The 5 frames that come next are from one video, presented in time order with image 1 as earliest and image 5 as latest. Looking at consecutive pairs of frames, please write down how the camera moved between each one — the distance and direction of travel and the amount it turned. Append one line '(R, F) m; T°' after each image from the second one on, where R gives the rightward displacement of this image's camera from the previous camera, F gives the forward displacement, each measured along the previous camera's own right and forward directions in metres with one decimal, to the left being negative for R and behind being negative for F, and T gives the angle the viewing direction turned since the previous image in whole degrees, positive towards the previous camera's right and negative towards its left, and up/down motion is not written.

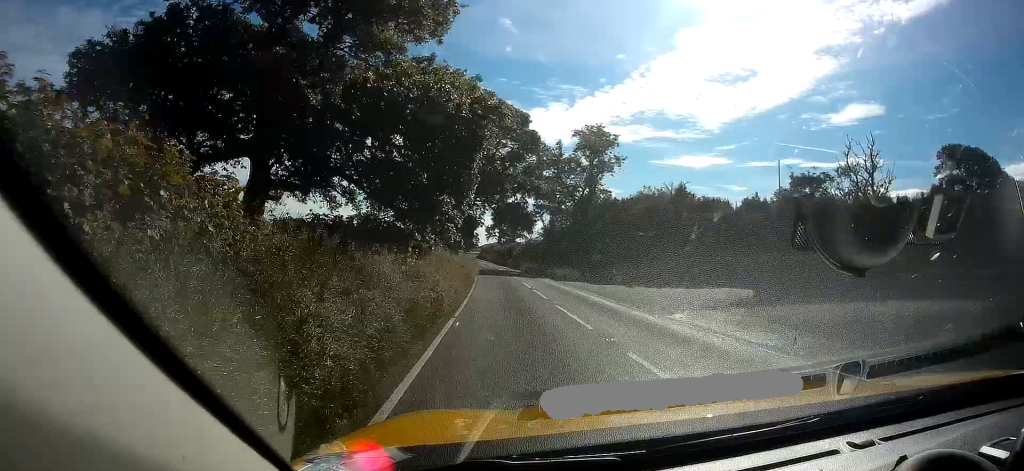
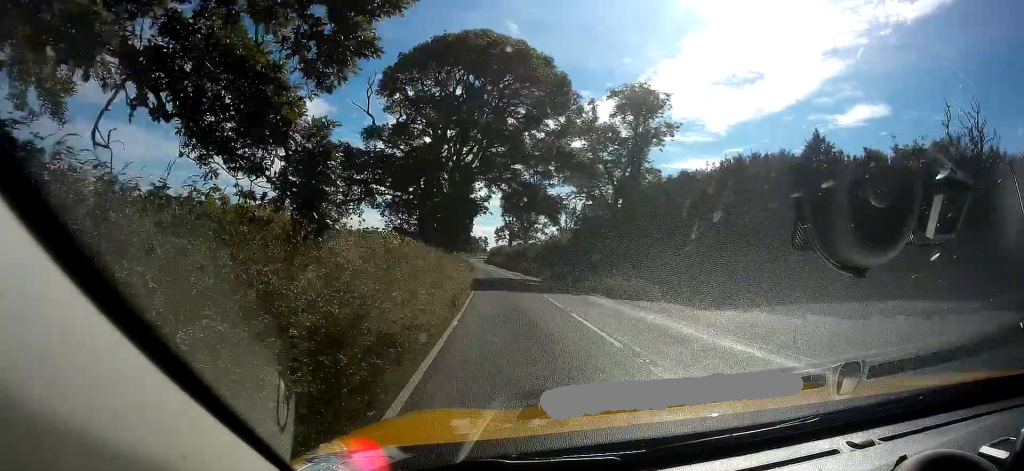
(0.0, +19.6) m; -1°
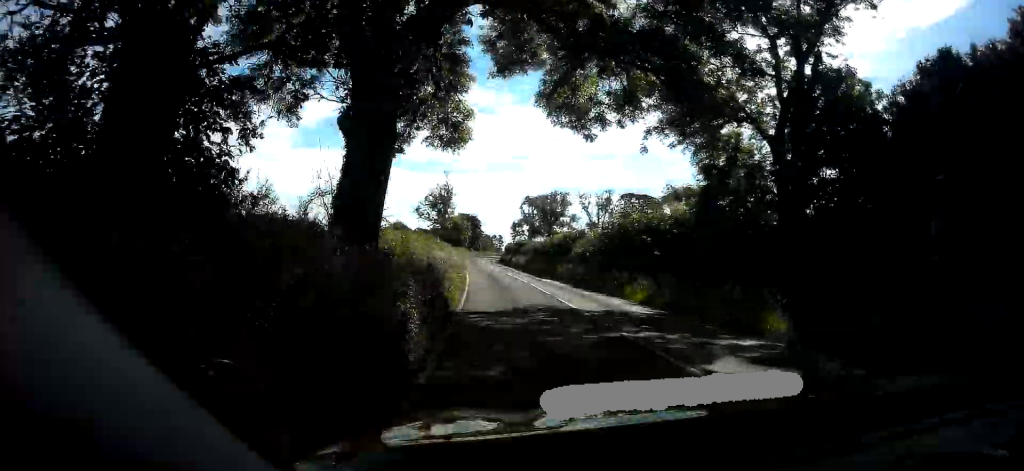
(-1.0, +30.9) m; -3°
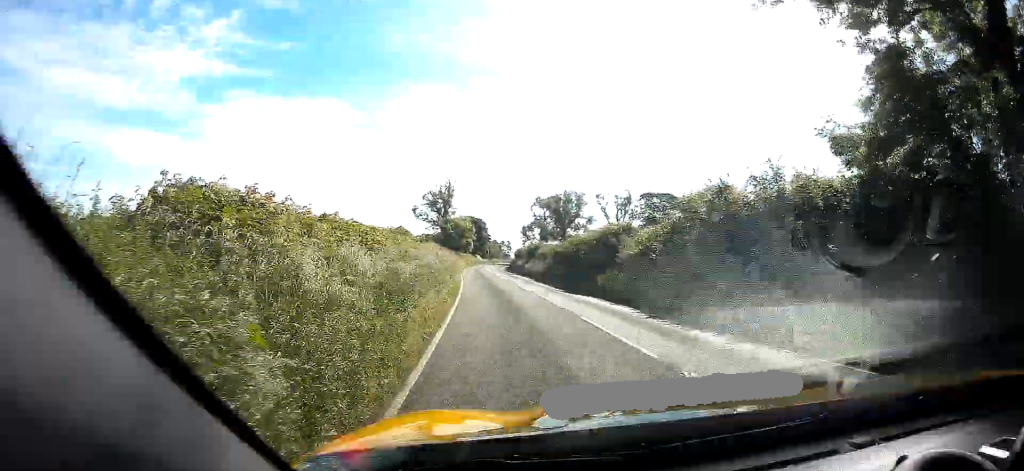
(0.0, +13.5) m; 0°
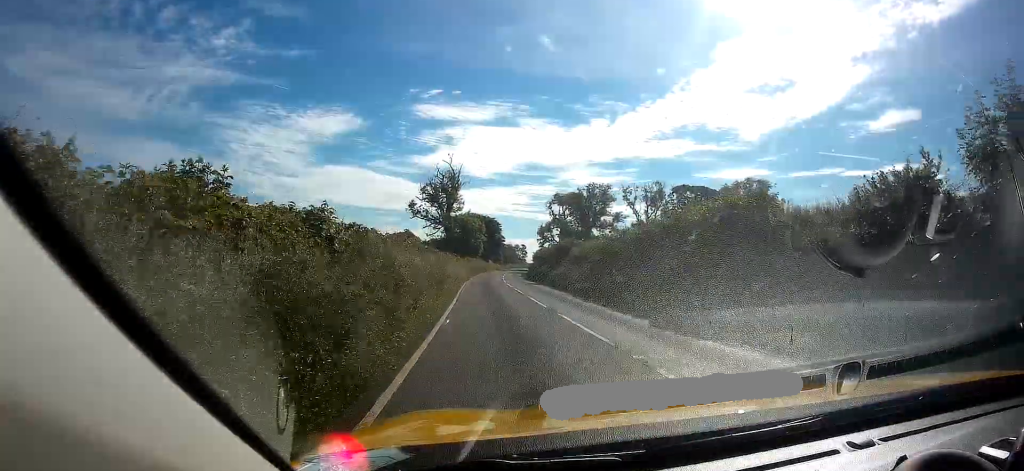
(-0.1, +15.8) m; 0°
